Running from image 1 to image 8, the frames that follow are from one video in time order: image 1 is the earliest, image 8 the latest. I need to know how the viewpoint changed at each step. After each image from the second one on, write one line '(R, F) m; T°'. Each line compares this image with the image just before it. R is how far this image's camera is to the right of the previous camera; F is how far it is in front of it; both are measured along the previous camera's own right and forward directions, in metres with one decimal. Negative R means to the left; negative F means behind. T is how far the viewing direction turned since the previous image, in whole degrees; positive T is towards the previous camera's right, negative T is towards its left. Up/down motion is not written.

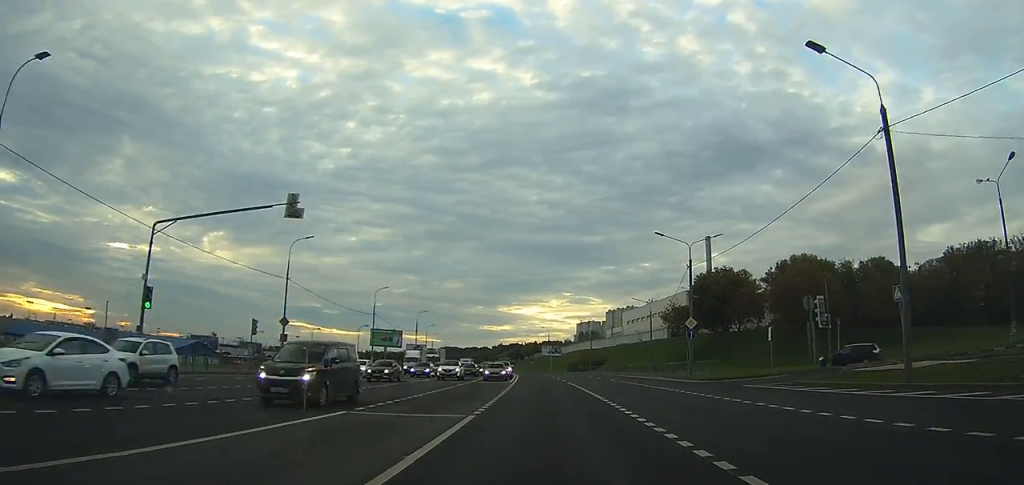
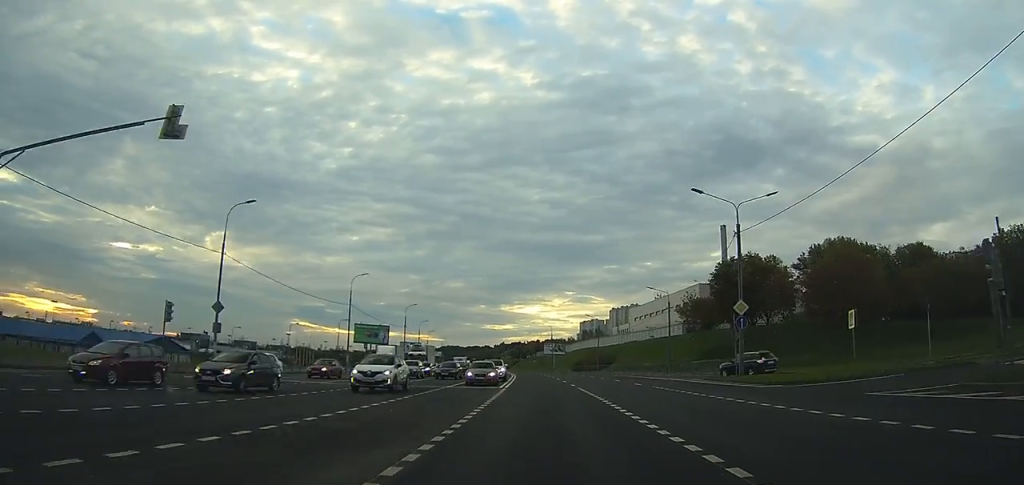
(+0.1, +11.8) m; +1°
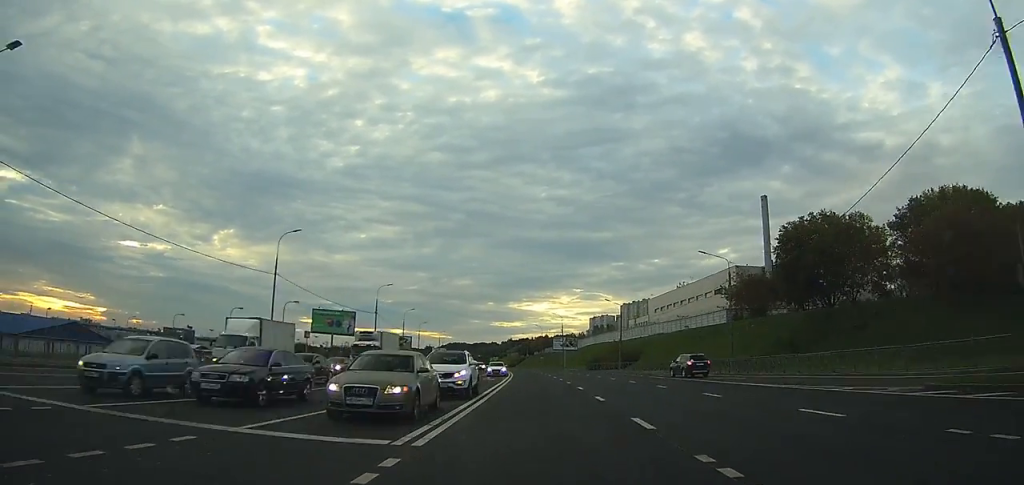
(+0.3, +22.0) m; +1°
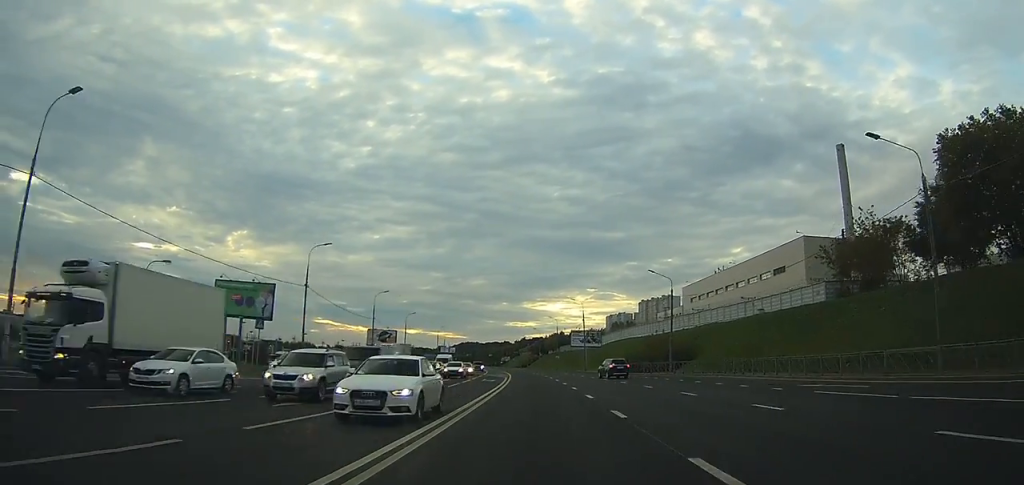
(+0.1, +27.6) m; 0°
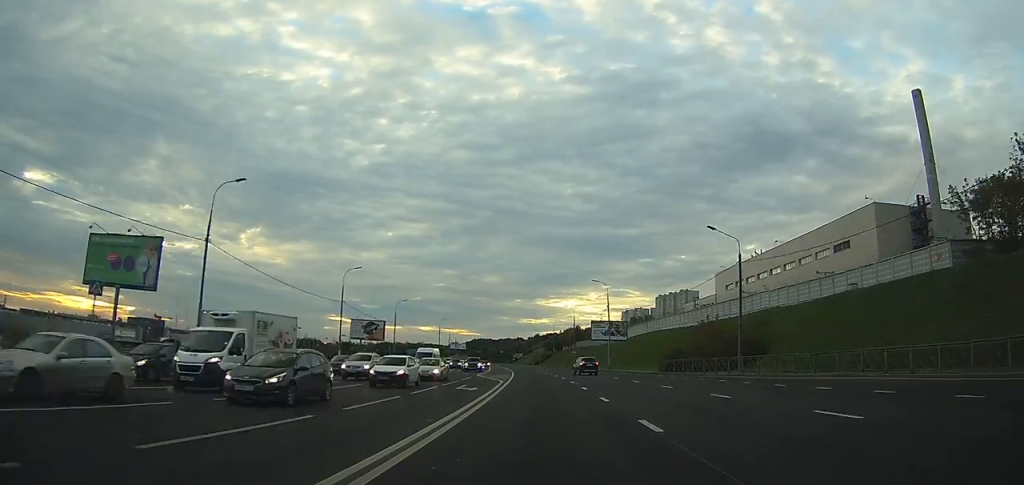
(-0.1, +19.8) m; -1°
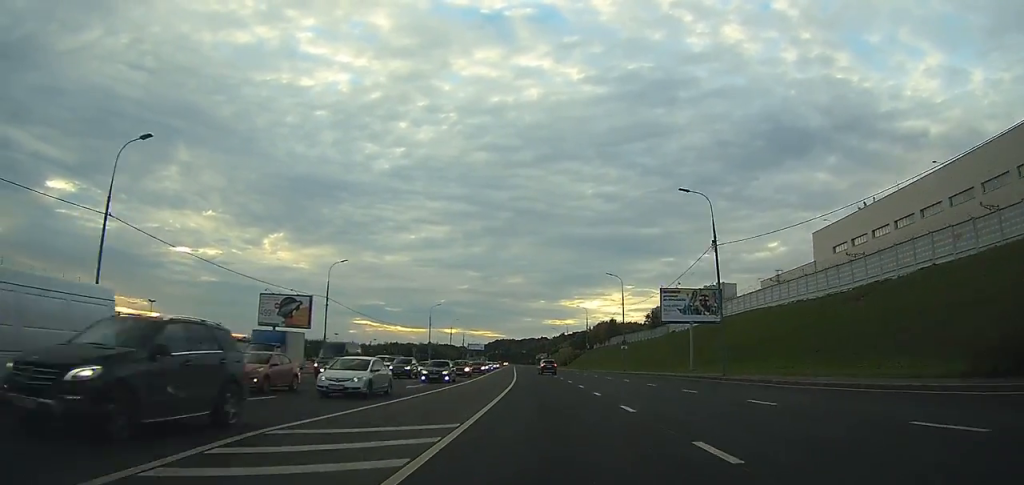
(-0.8, +42.3) m; -2°
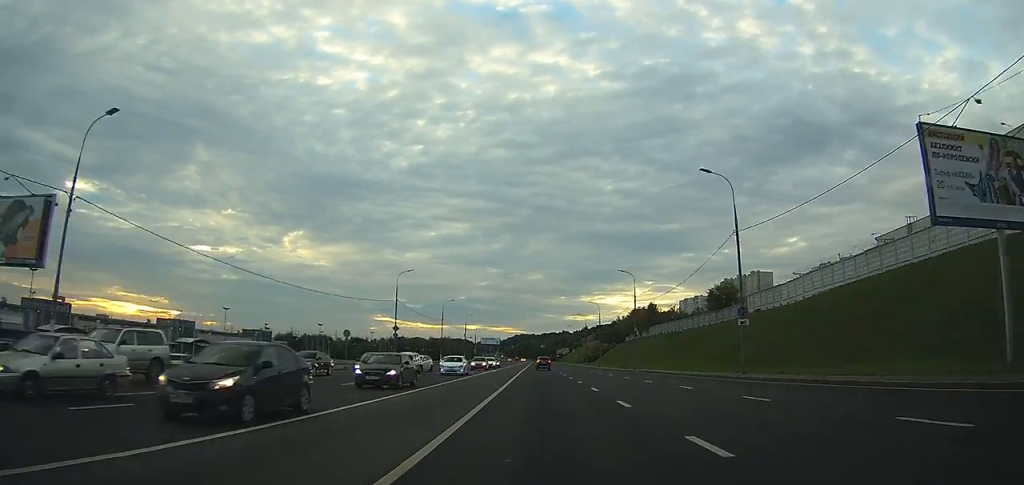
(-0.5, +38.3) m; -1°
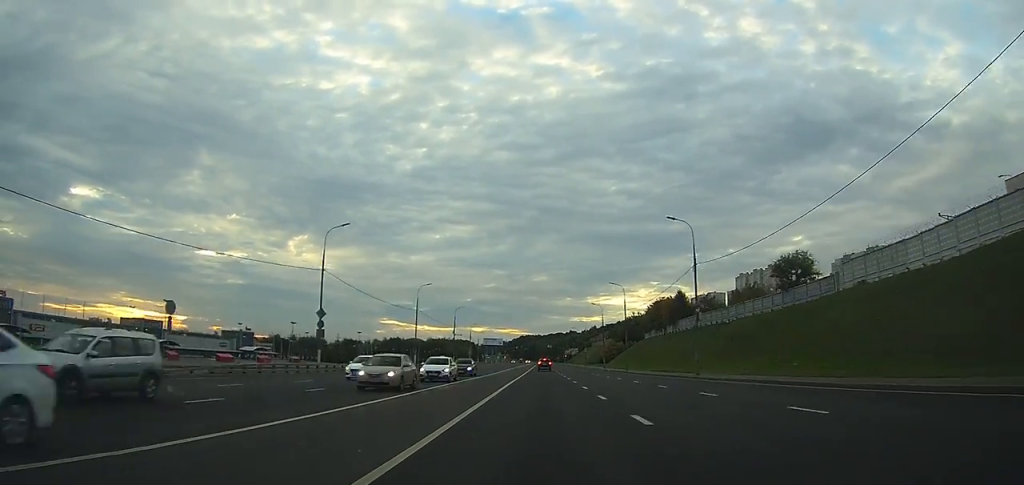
(-0.2, +28.5) m; -1°
